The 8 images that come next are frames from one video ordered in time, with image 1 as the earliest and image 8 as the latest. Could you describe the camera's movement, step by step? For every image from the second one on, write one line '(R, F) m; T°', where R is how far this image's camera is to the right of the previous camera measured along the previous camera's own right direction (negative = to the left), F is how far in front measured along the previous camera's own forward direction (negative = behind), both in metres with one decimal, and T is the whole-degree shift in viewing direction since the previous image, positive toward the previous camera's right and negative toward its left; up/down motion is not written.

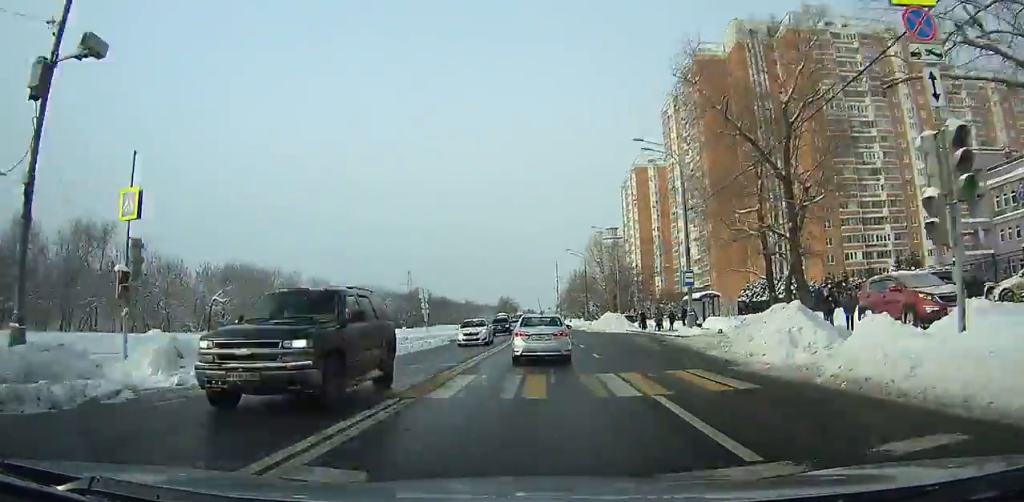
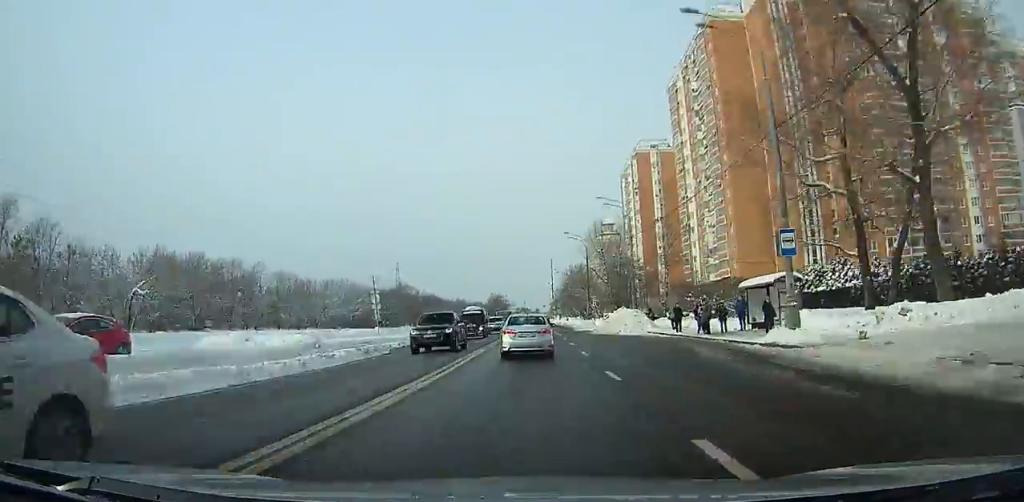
(0.0, +14.4) m; +1°
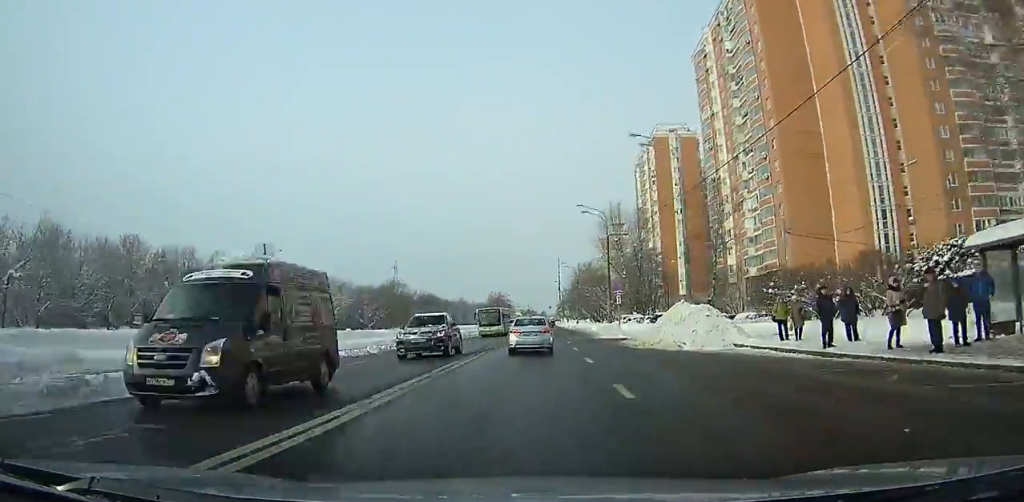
(+0.2, +17.2) m; 0°
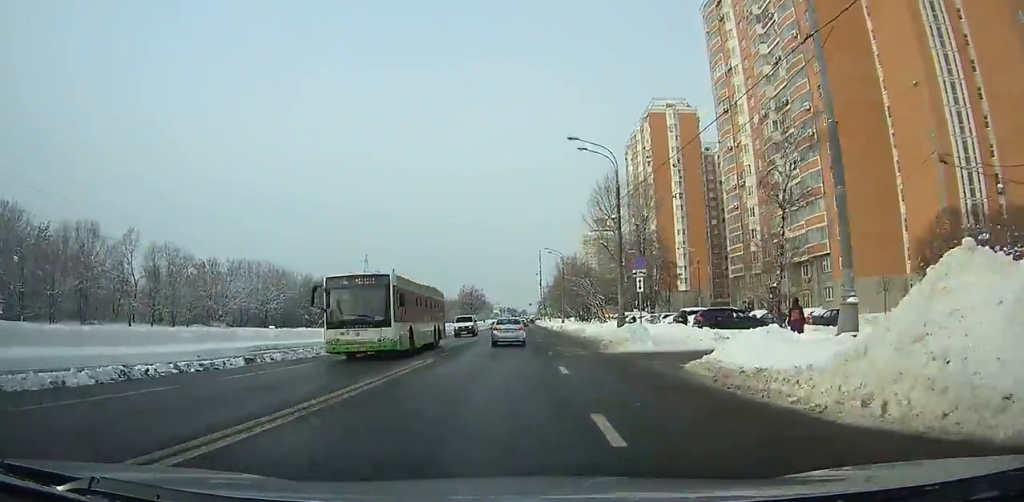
(-0.1, +20.6) m; -1°
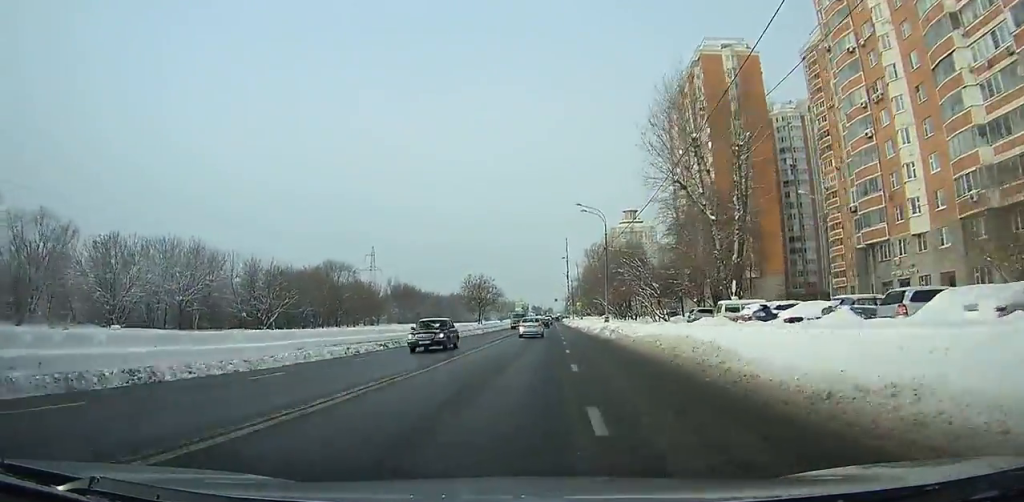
(-0.8, +35.1) m; -3°
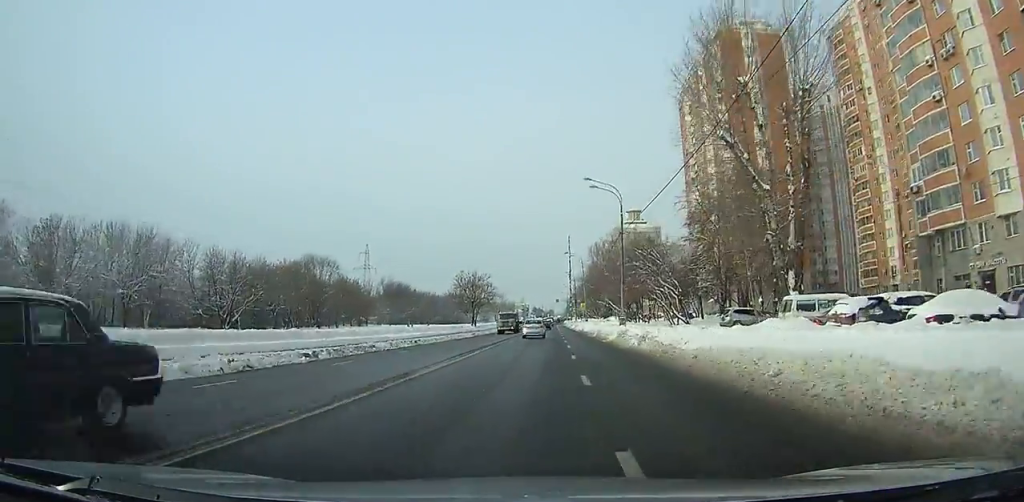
(-0.4, +12.4) m; 0°
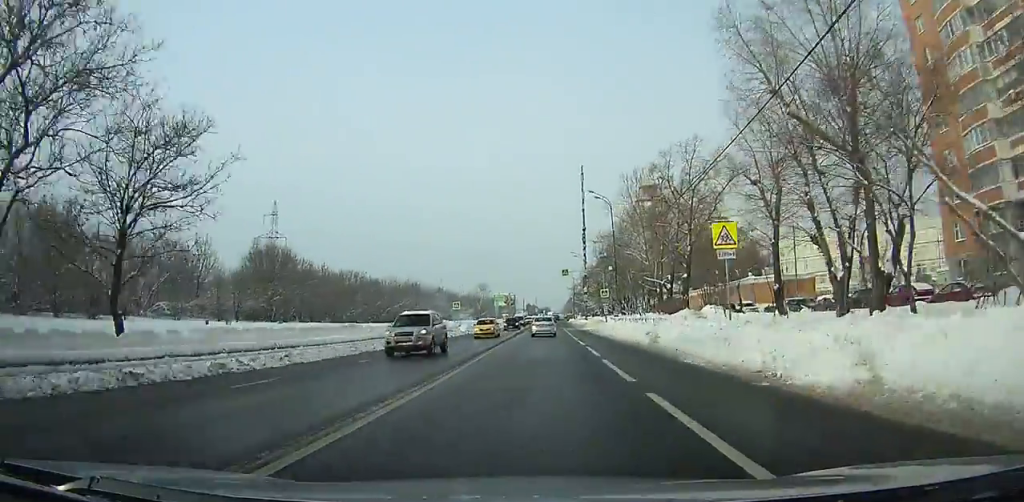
(-2.0, +92.0) m; -3°
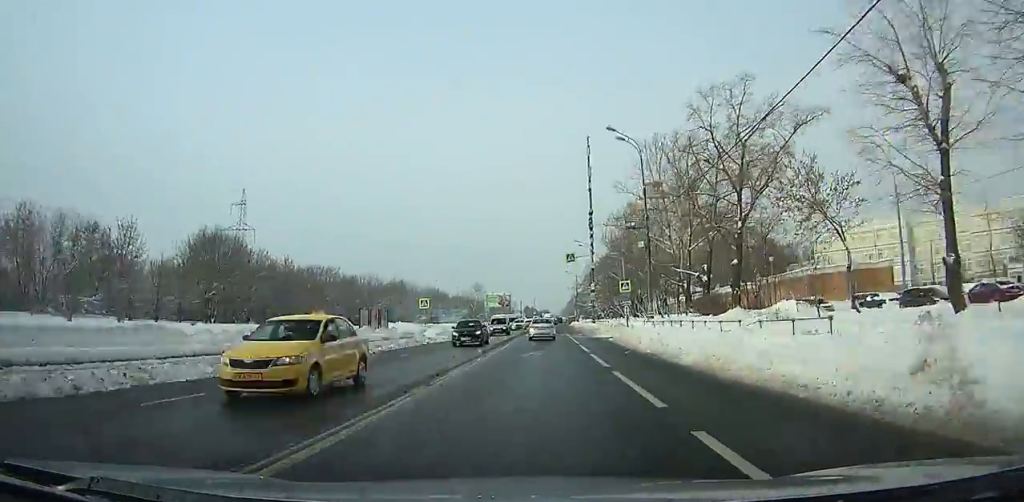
(-0.8, +18.9) m; 0°
